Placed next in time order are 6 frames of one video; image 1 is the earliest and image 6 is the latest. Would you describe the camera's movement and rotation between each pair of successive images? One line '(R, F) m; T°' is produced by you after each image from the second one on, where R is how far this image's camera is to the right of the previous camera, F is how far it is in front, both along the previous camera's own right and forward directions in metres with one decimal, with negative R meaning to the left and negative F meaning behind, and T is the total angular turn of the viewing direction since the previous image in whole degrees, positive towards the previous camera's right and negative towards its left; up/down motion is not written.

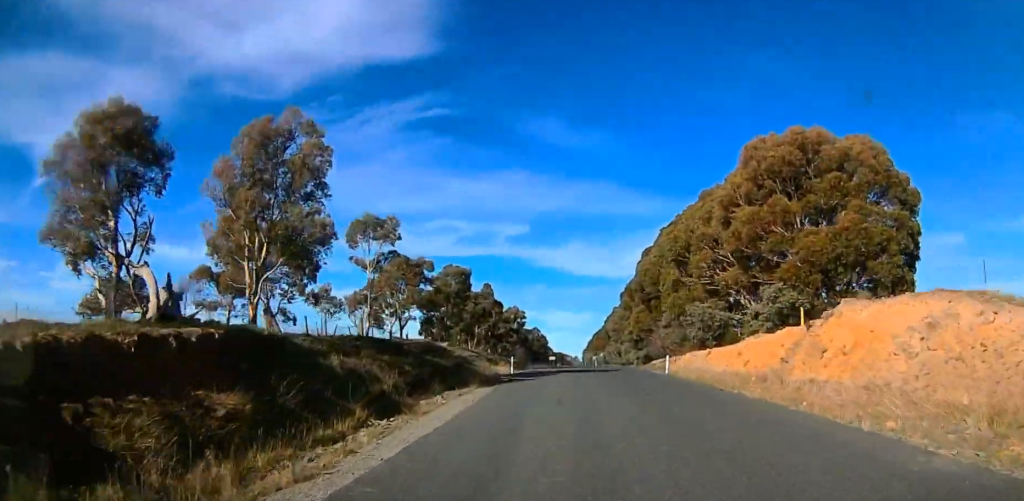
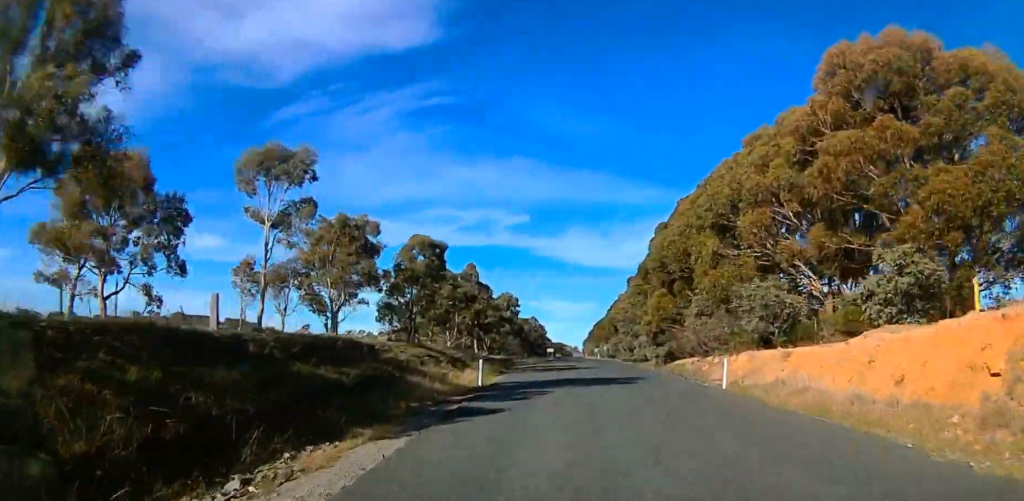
(+0.3, +16.6) m; +1°
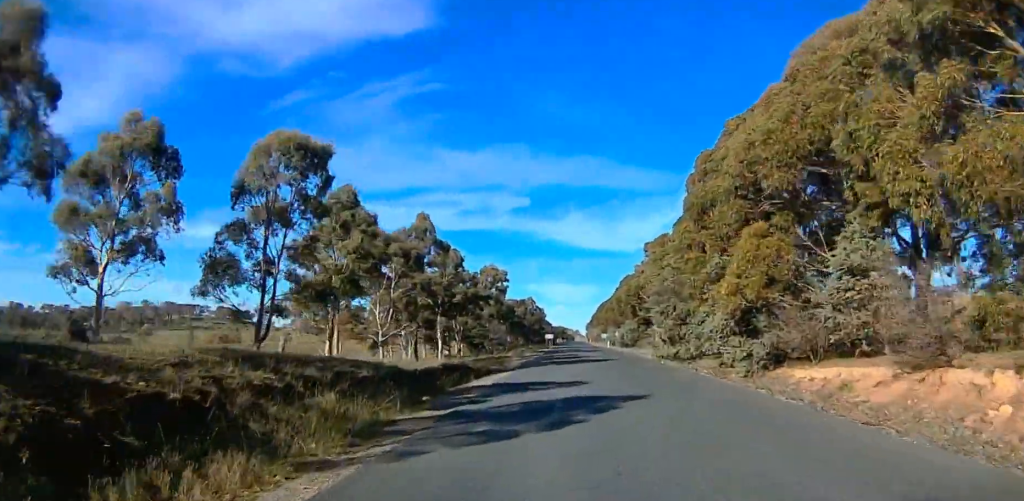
(+0.2, +28.4) m; 0°
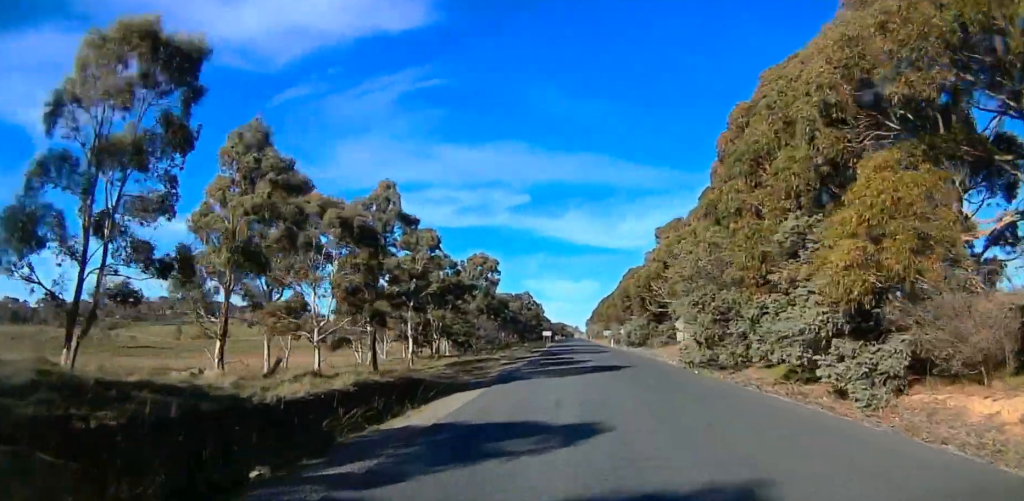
(0.0, +11.9) m; 0°
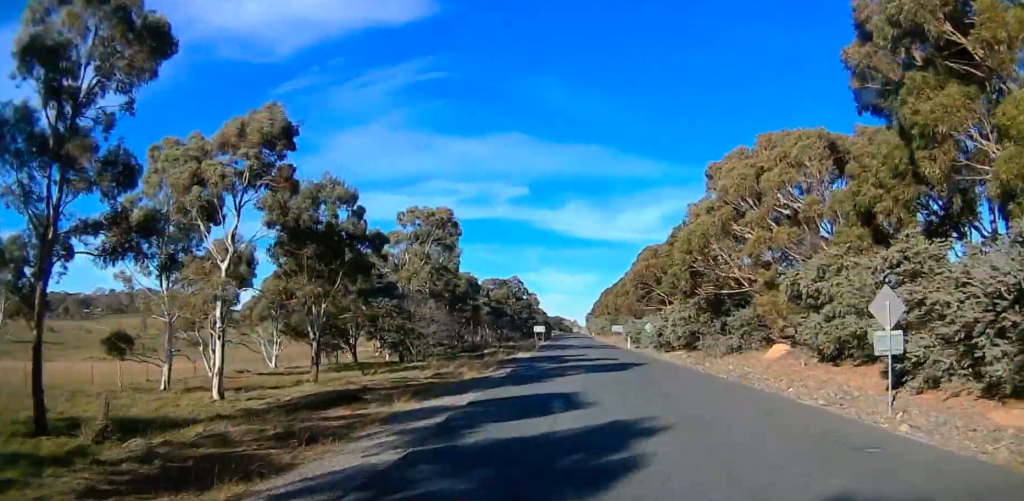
(0.0, +28.7) m; +1°
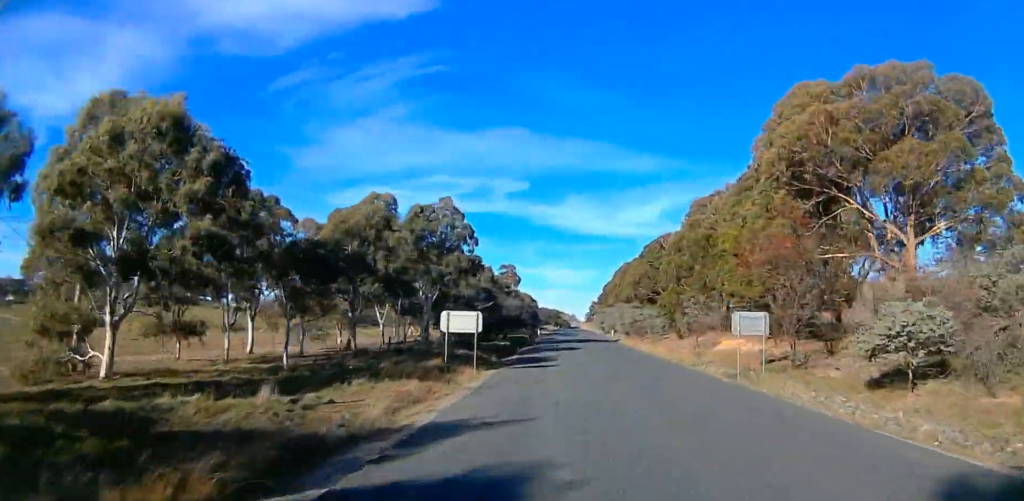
(+2.7, +64.8) m; +3°
